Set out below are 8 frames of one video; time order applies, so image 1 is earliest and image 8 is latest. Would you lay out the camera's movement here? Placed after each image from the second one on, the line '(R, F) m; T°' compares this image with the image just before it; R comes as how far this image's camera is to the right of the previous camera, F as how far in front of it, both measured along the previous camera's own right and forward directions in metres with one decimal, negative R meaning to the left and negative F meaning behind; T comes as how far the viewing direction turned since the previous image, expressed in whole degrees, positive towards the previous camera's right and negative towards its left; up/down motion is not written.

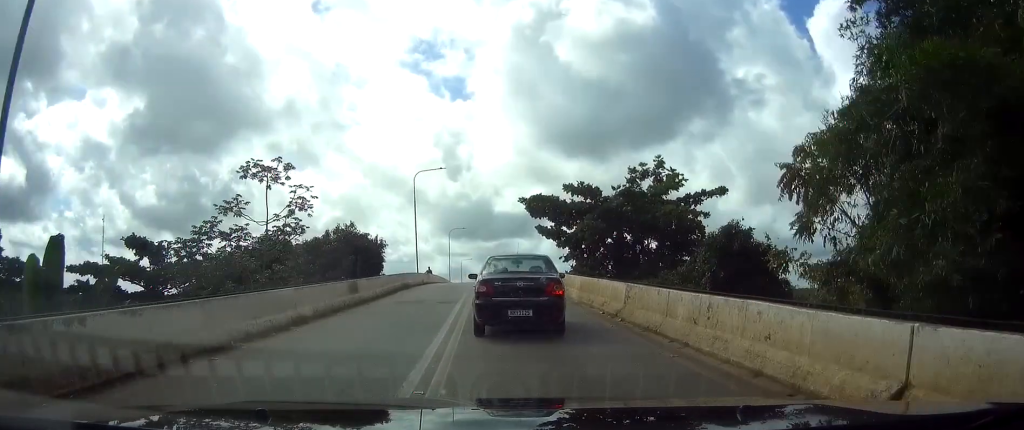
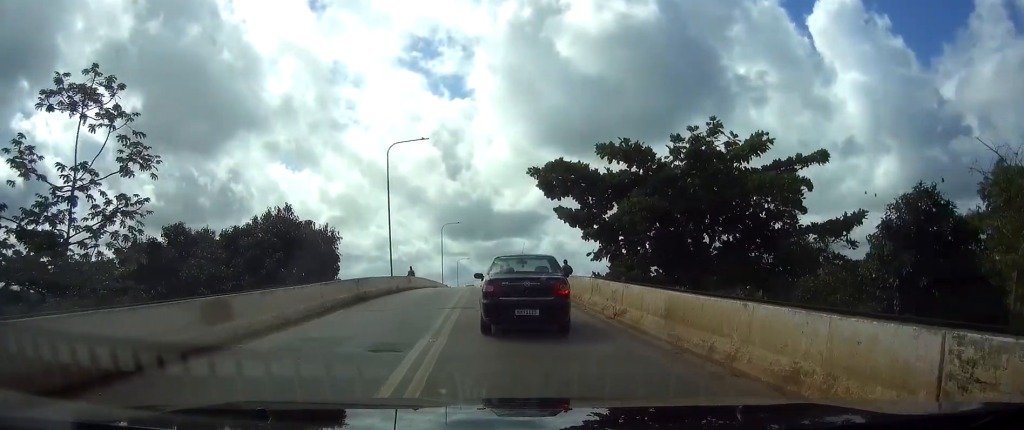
(-0.1, +12.1) m; -1°
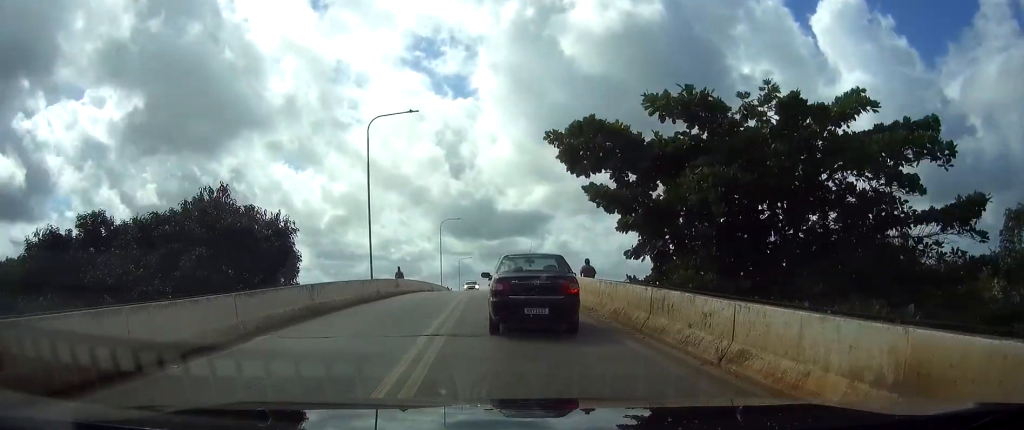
(0.0, +7.0) m; 0°
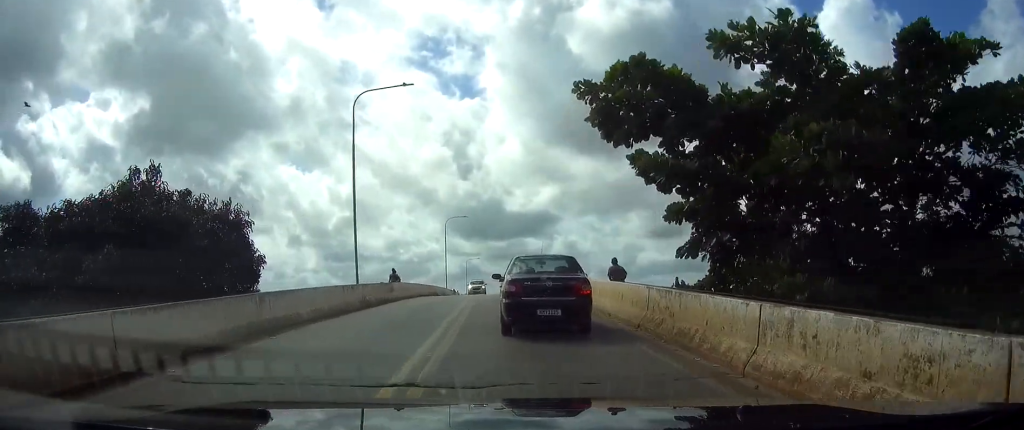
(0.0, +5.3) m; +1°
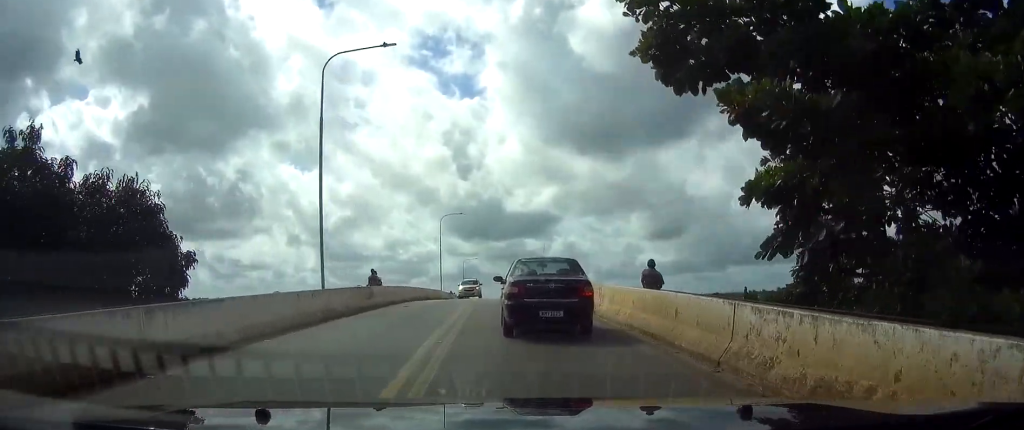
(-0.1, +4.9) m; +1°
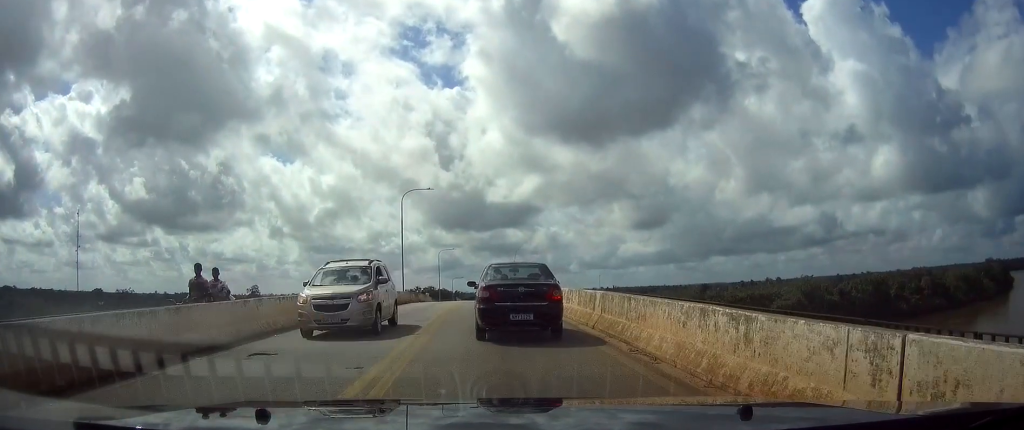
(+0.4, +15.8) m; +1°
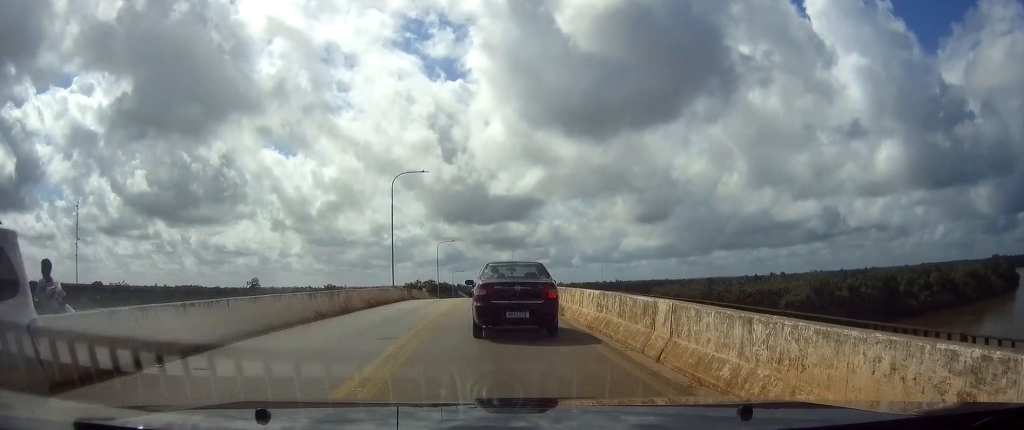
(0.0, +5.9) m; 0°
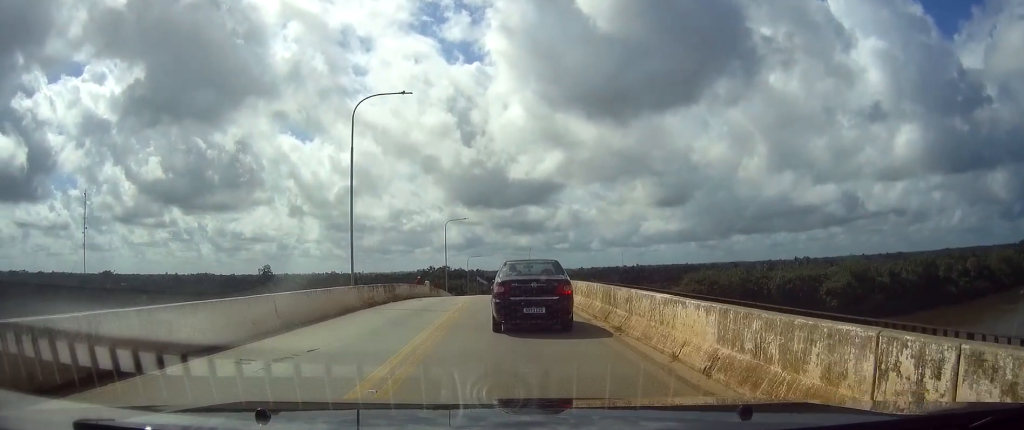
(+0.1, +16.9) m; 0°
